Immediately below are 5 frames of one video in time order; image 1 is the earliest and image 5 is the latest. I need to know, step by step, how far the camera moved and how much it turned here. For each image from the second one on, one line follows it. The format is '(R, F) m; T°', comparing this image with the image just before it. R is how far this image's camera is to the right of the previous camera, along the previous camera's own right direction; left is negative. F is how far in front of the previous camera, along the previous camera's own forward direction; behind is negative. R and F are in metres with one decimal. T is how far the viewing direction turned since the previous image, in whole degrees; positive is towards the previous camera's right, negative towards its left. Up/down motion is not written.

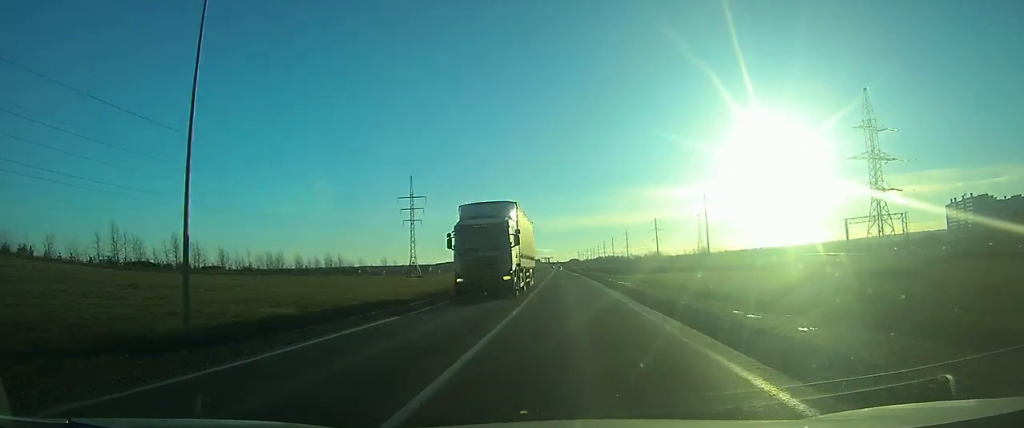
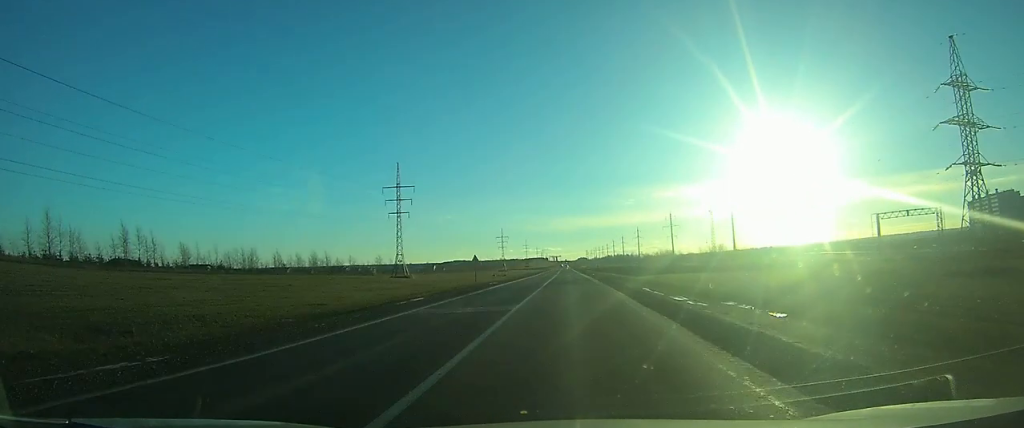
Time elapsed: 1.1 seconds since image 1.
(-0.2, +19.4) m; -1°
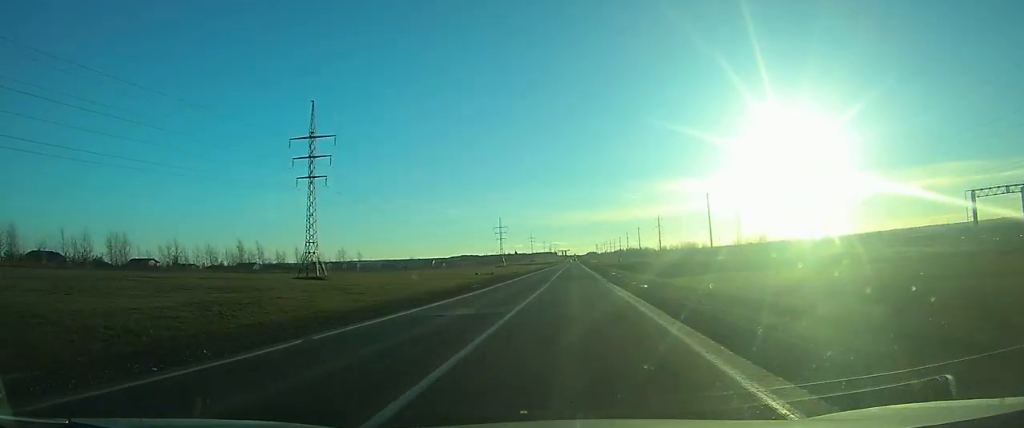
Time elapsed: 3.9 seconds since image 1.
(-0.6, +47.1) m; -1°
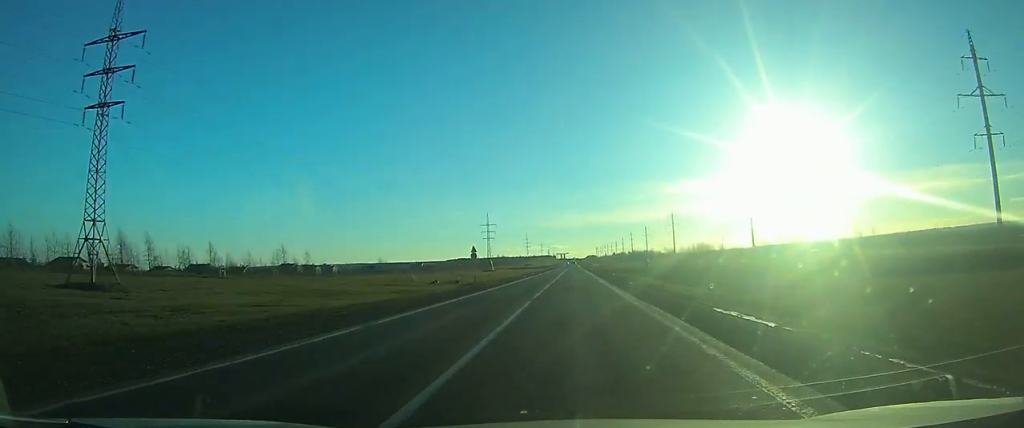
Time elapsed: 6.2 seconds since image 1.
(-0.2, +38.3) m; 0°
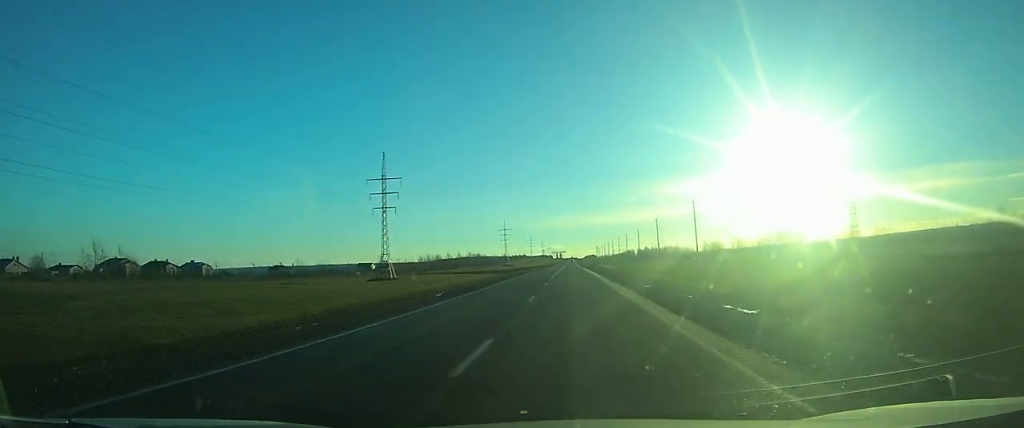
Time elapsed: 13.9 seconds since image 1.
(-0.8, +141.3) m; -1°
